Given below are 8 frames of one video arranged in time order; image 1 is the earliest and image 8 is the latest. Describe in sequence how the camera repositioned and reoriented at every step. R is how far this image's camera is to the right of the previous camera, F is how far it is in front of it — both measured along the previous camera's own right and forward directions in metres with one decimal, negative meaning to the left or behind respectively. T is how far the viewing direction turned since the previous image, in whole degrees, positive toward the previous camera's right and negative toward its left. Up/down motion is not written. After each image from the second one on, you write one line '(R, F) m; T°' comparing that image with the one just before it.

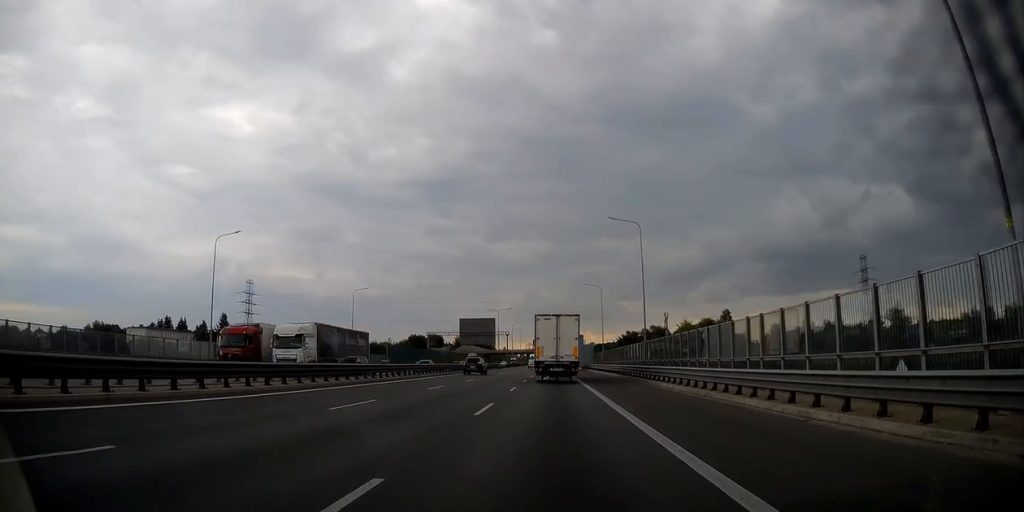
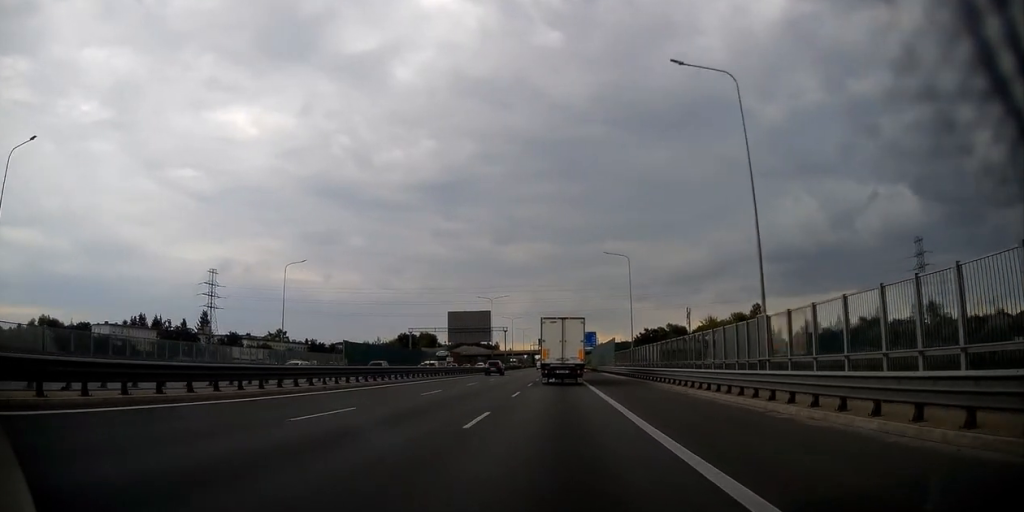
(0.0, +26.4) m; 0°
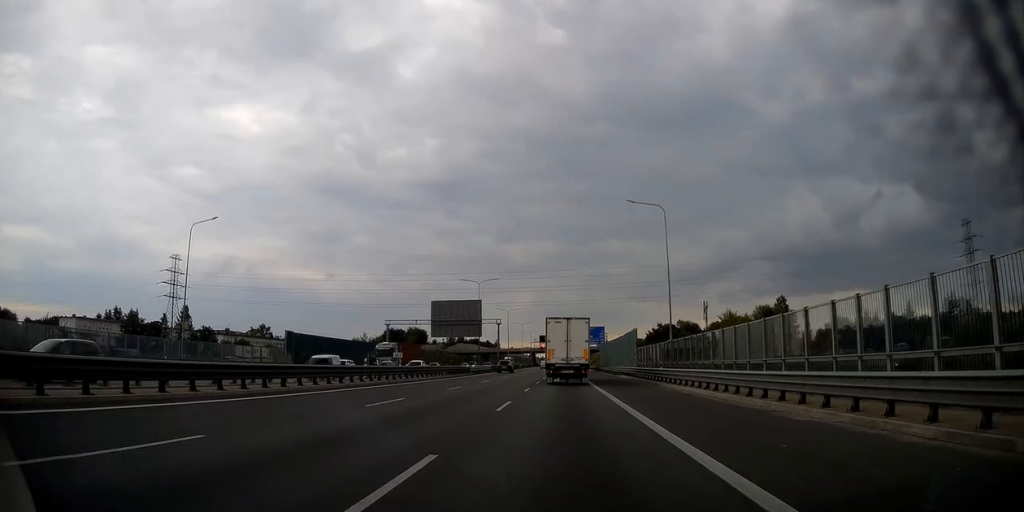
(0.0, +19.7) m; 0°
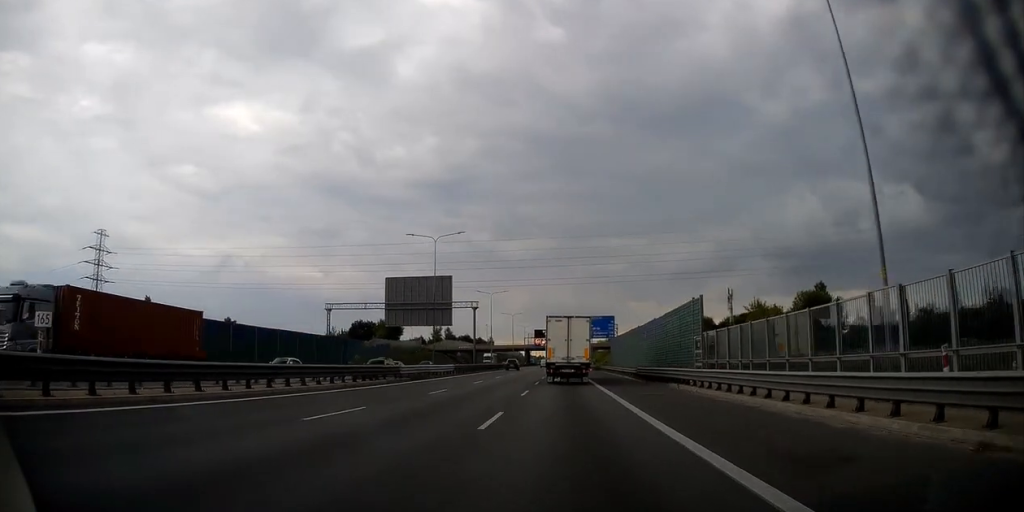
(0.0, +28.6) m; 0°
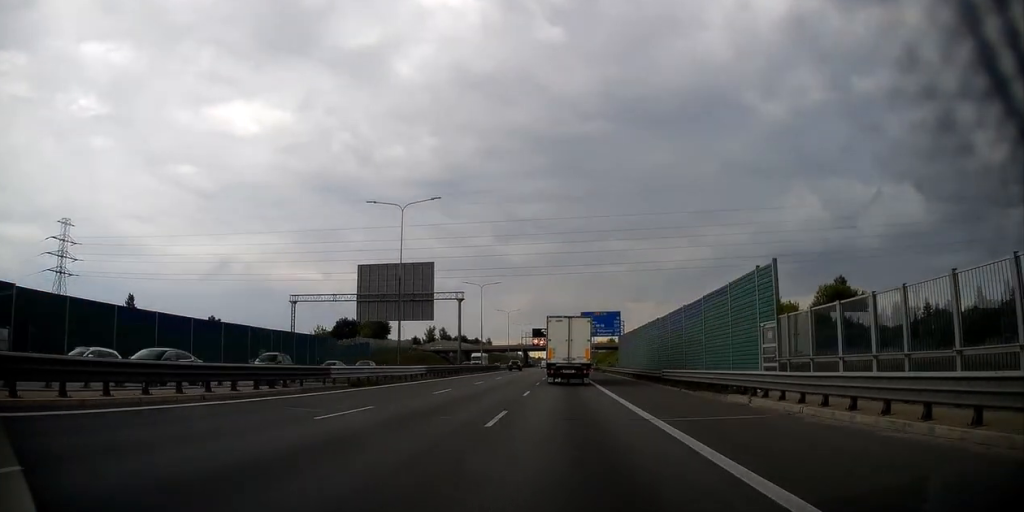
(0.0, +11.6) m; 0°
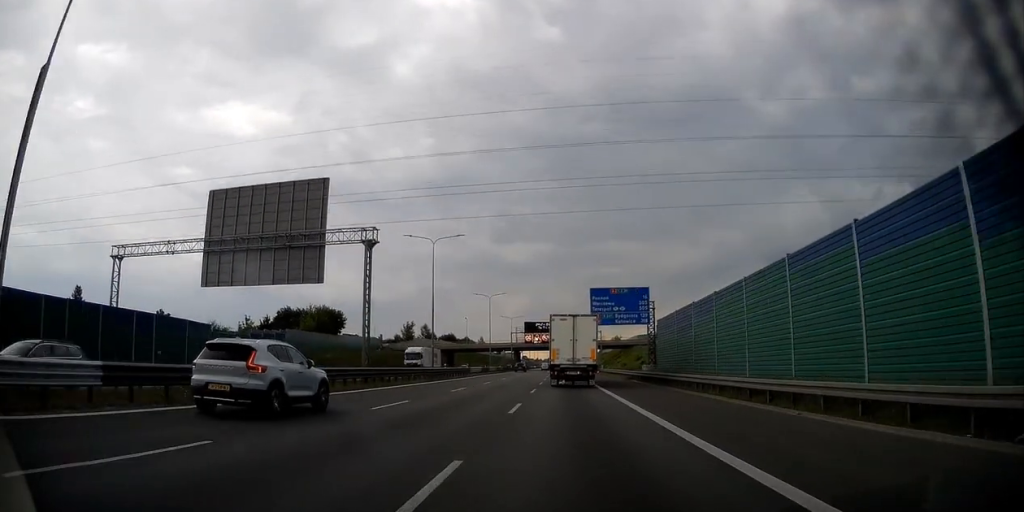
(-0.1, +32.6) m; 0°
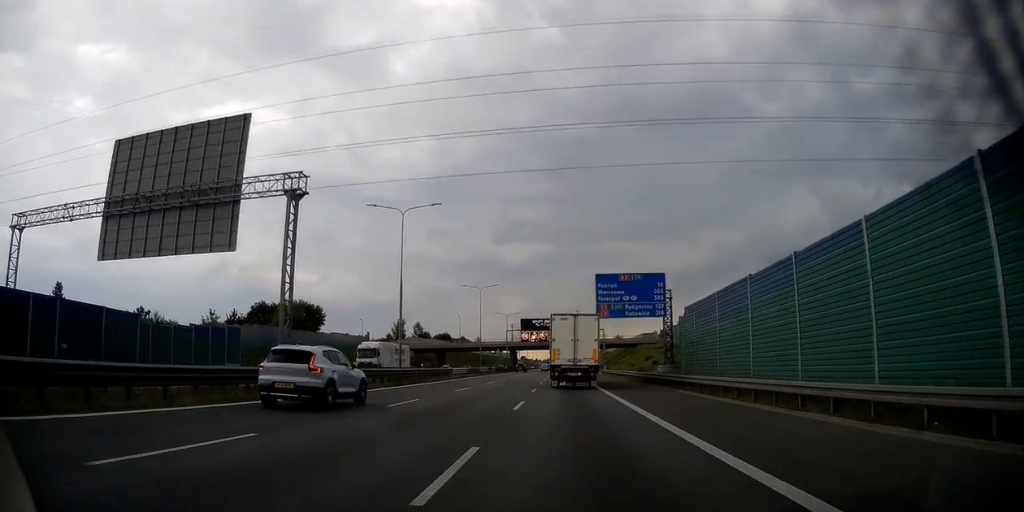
(0.0, +10.6) m; 0°
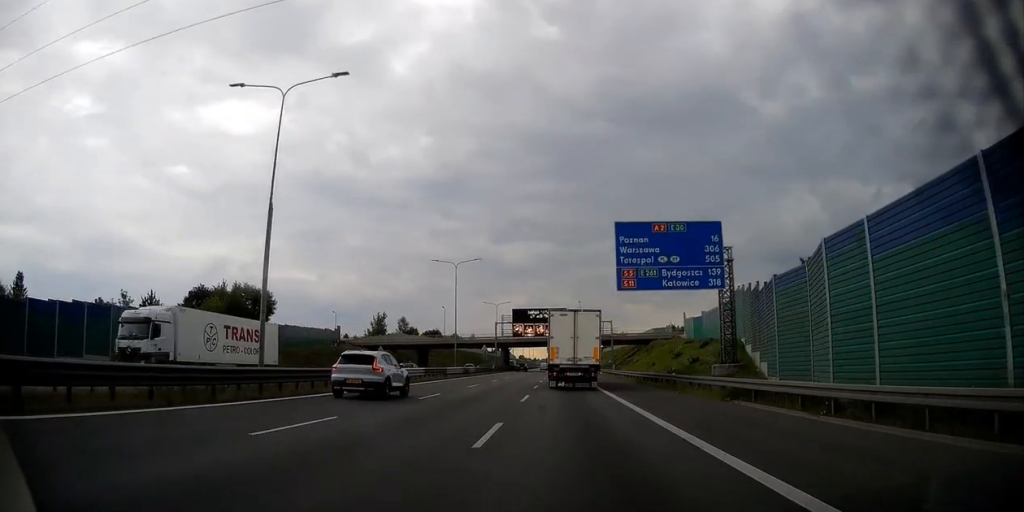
(-0.1, +19.9) m; 0°
